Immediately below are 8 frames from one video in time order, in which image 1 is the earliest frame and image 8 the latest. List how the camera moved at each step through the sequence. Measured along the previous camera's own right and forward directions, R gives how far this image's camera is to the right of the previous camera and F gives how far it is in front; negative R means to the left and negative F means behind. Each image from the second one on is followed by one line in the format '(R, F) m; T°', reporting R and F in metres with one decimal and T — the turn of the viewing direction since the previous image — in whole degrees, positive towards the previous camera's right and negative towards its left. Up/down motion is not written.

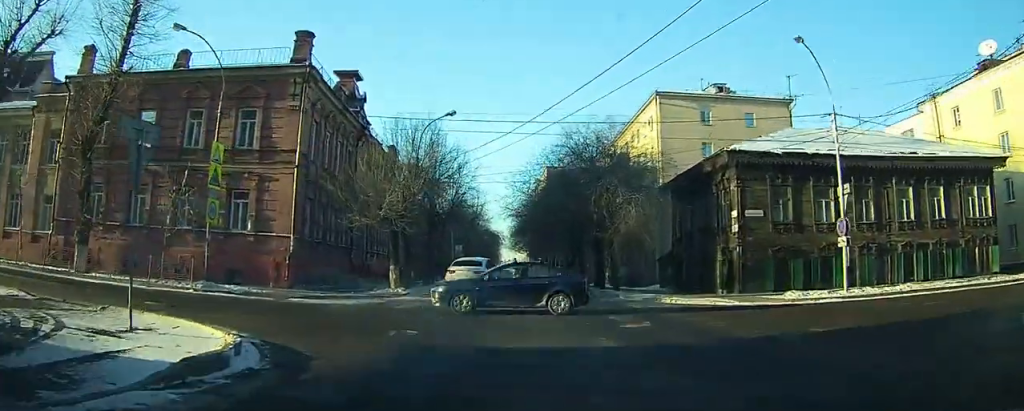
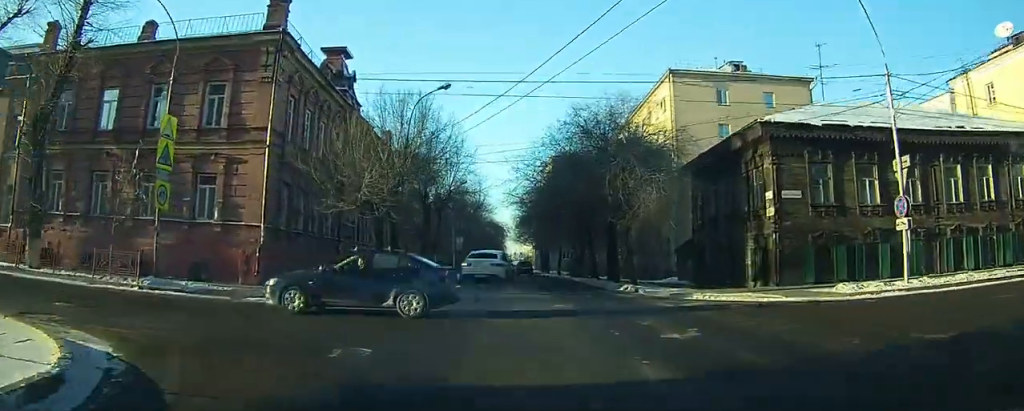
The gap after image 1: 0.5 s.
(+0.6, +4.4) m; +4°
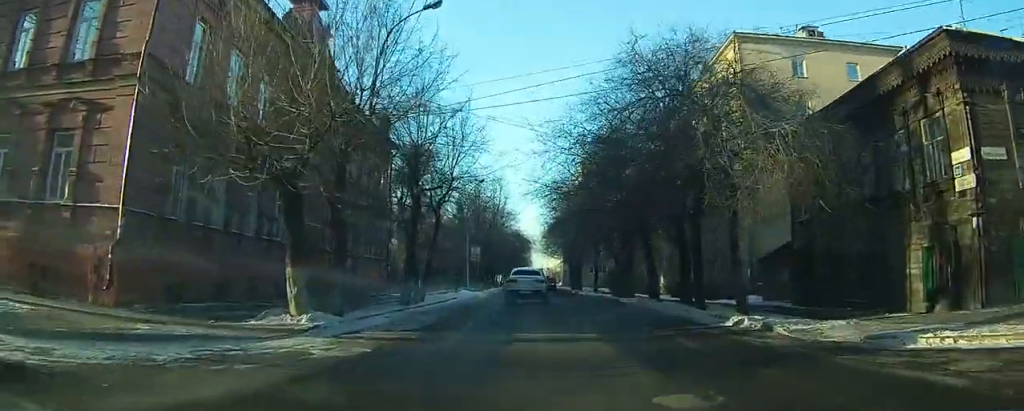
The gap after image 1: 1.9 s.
(-2.6, +10.4) m; -31°
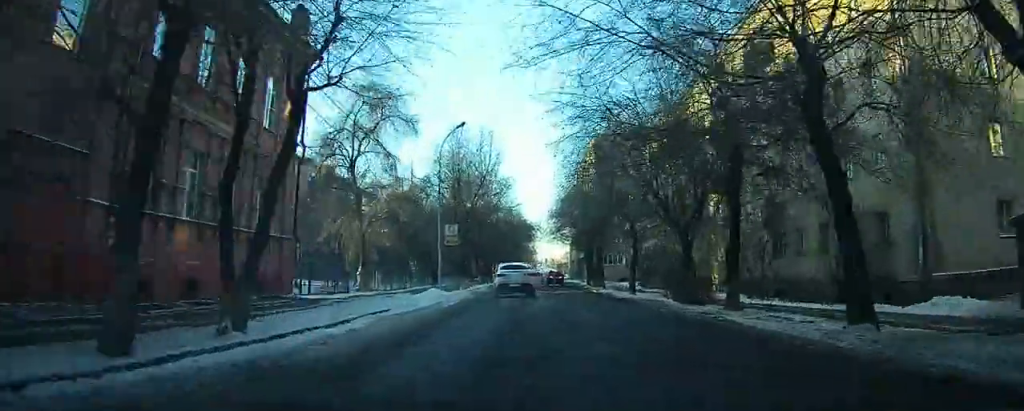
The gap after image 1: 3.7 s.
(-3.5, +16.6) m; -12°
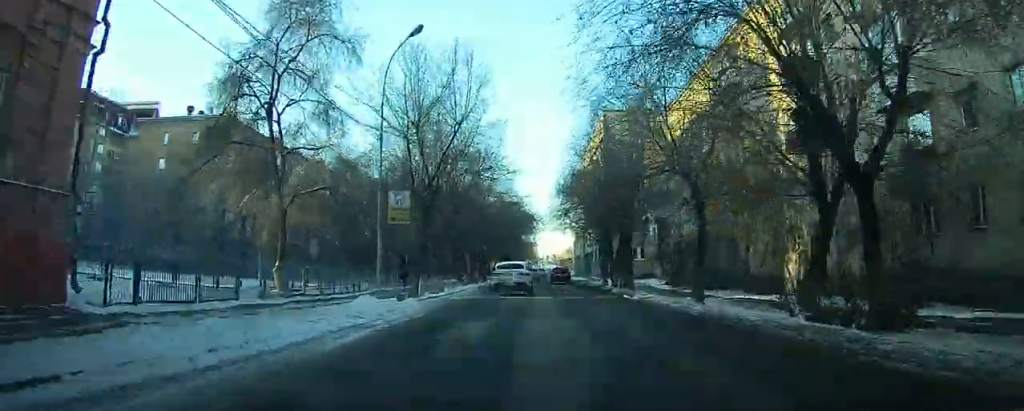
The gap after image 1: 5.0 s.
(0.0, +12.8) m; 0°
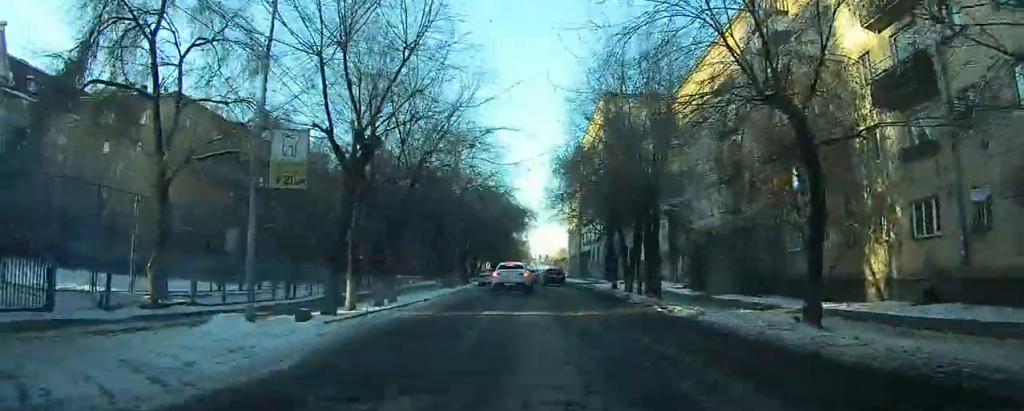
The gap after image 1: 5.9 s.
(0.0, +8.9) m; +9°
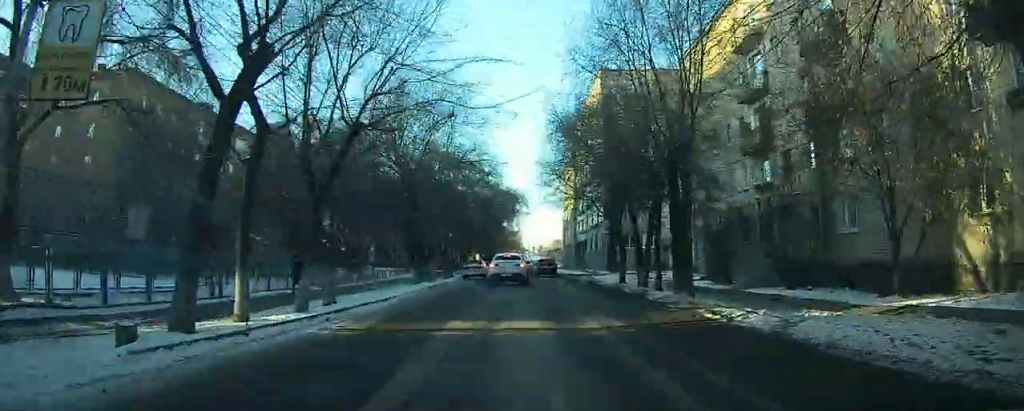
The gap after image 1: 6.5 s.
(-0.5, +6.1) m; +12°
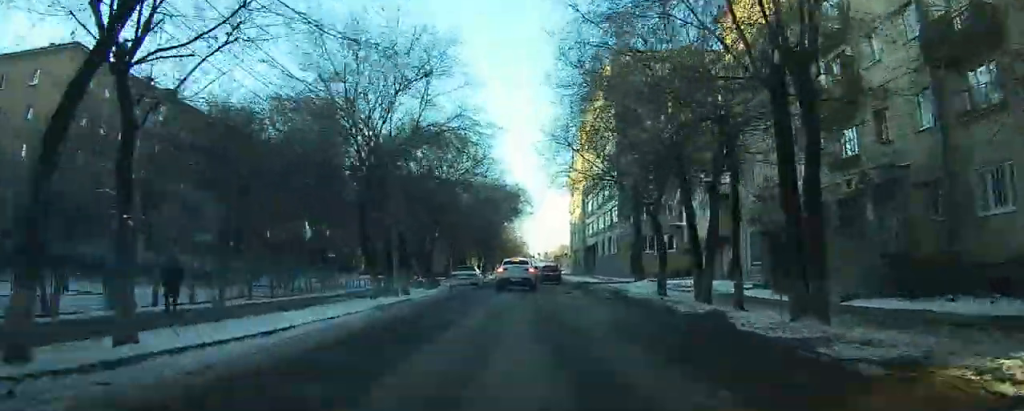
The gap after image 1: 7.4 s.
(+3.0, +7.5) m; +1°
